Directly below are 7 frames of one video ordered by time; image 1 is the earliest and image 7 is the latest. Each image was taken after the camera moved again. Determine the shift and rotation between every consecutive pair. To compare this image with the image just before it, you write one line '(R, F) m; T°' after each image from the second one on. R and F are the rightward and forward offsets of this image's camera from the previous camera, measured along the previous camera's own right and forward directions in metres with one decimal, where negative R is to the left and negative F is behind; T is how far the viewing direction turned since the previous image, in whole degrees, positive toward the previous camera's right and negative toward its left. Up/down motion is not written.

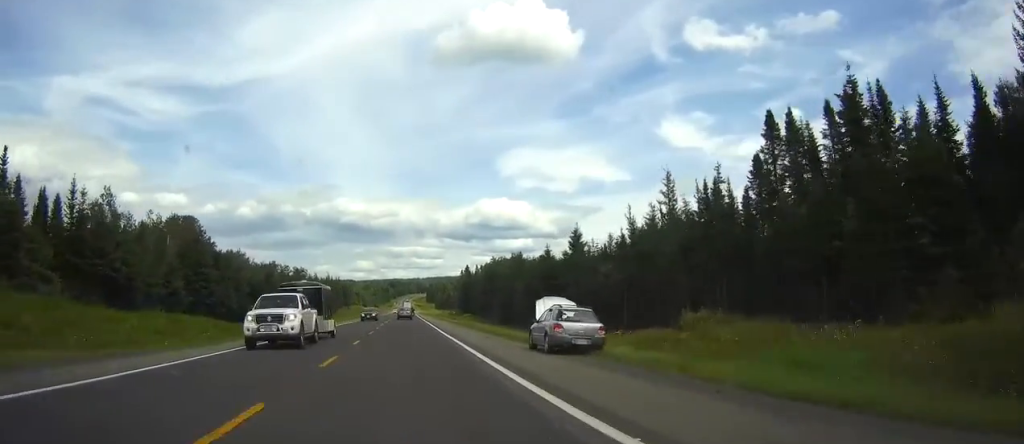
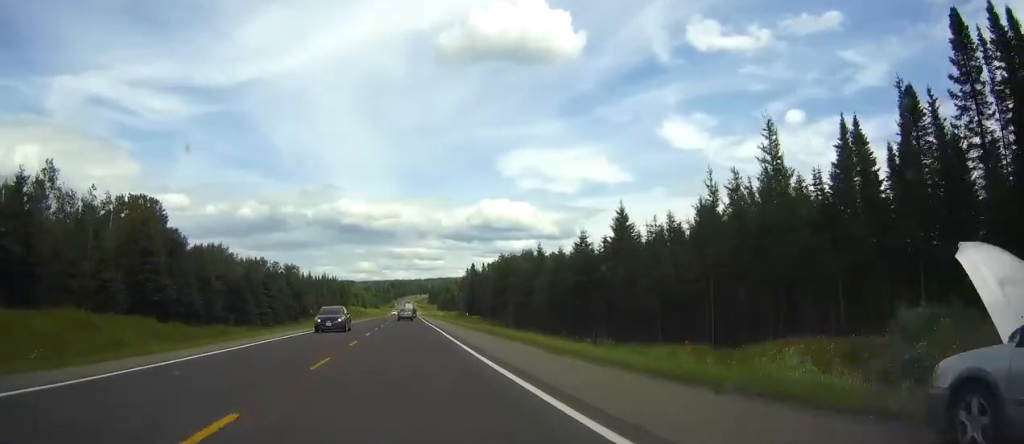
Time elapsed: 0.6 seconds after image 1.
(0.0, +18.8) m; 0°
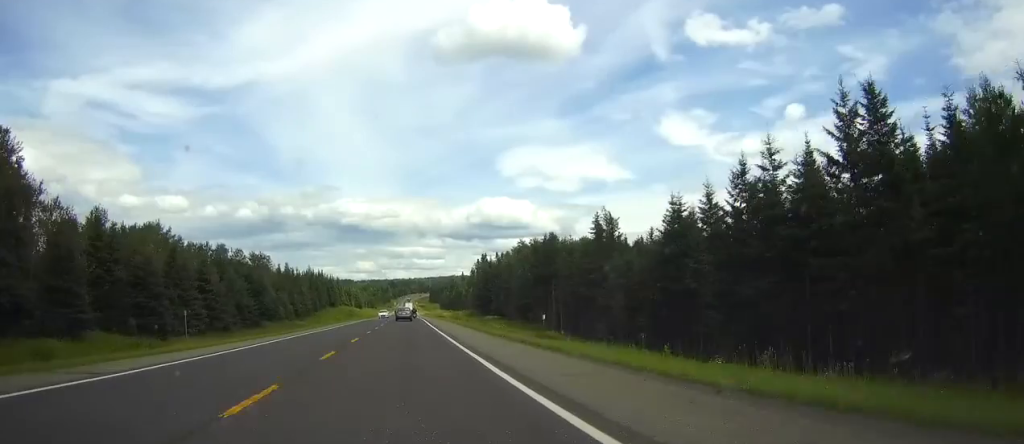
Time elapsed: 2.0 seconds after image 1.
(0.0, +41.2) m; 0°
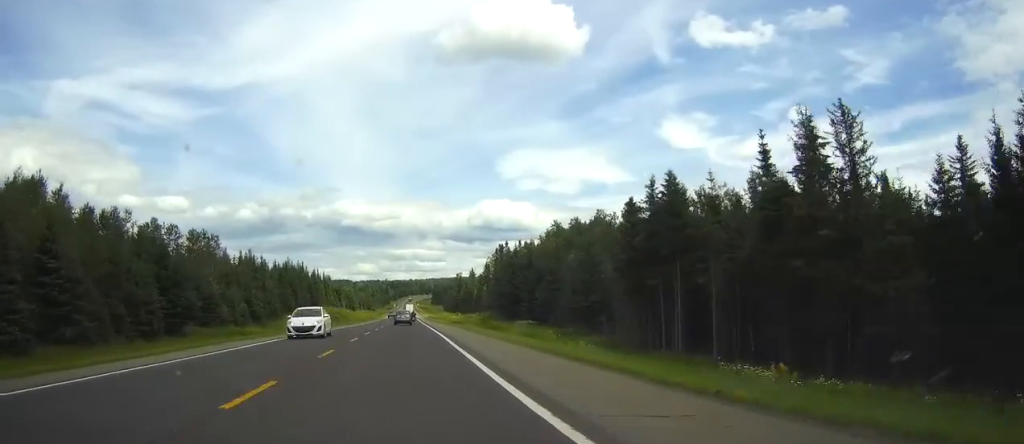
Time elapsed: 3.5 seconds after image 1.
(0.0, +43.8) m; 0°
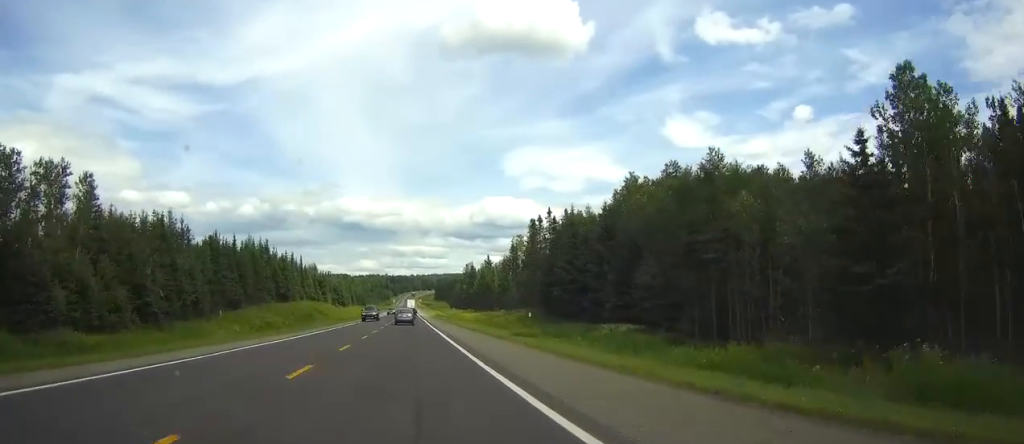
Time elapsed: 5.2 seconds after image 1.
(0.0, +49.3) m; 0°
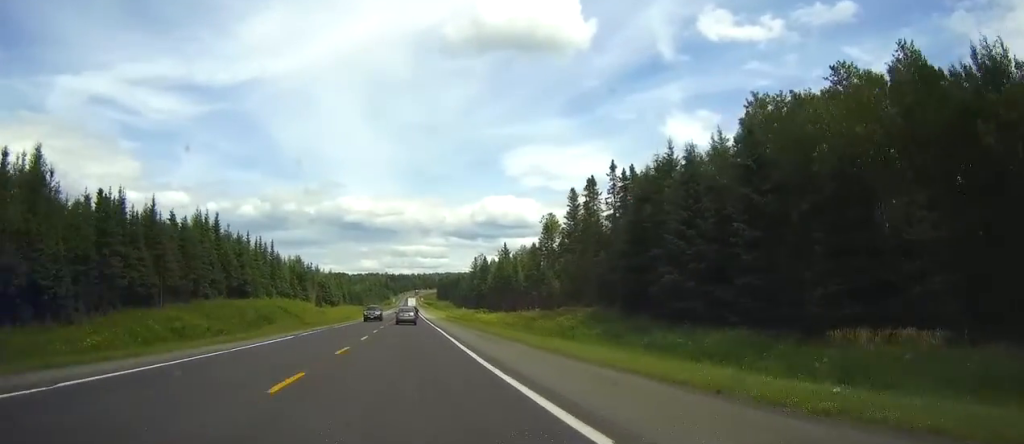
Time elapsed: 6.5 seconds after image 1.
(-0.1, +37.5) m; 0°
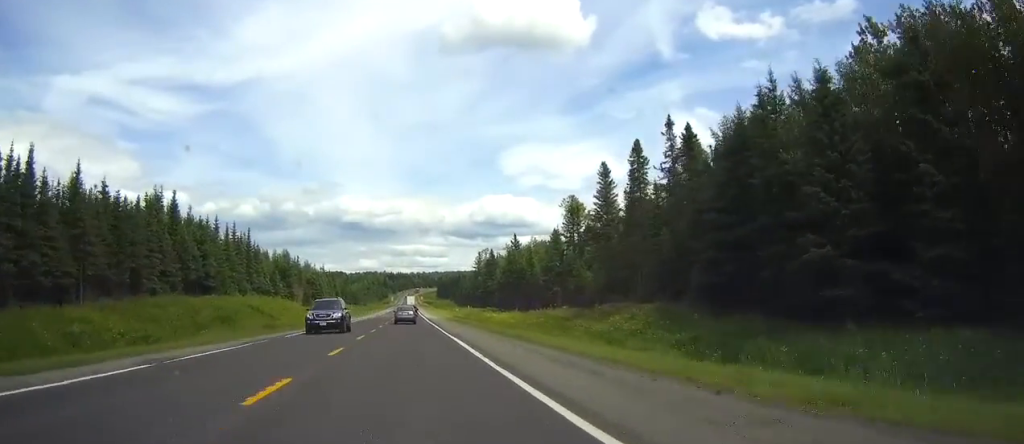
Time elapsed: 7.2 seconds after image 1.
(0.0, +19.1) m; 0°
